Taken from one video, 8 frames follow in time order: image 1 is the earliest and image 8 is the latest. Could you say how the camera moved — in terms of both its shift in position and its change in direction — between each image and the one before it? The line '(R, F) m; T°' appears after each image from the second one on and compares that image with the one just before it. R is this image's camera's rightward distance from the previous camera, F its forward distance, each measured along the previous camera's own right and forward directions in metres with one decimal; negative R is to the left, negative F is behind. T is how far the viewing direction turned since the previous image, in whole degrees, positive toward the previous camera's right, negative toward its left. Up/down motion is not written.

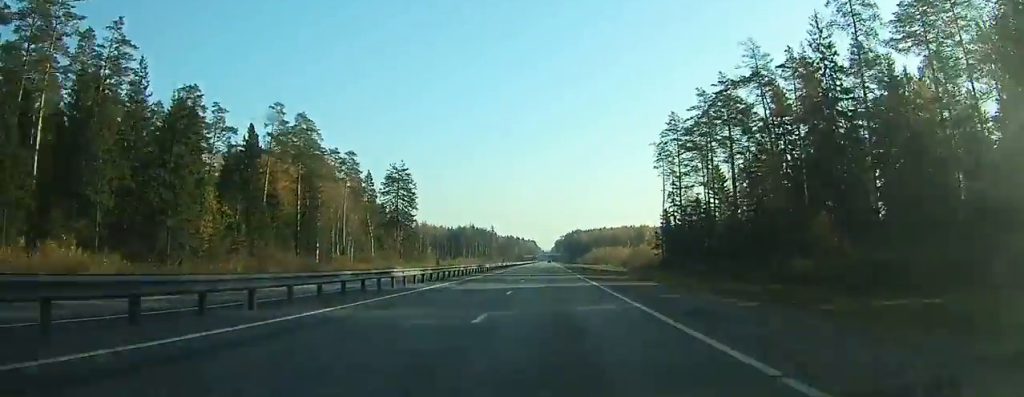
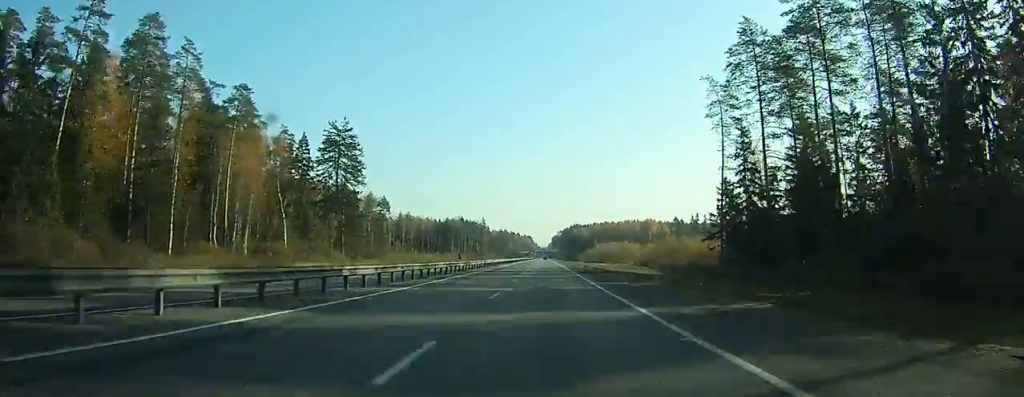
(-0.1, +39.2) m; 0°
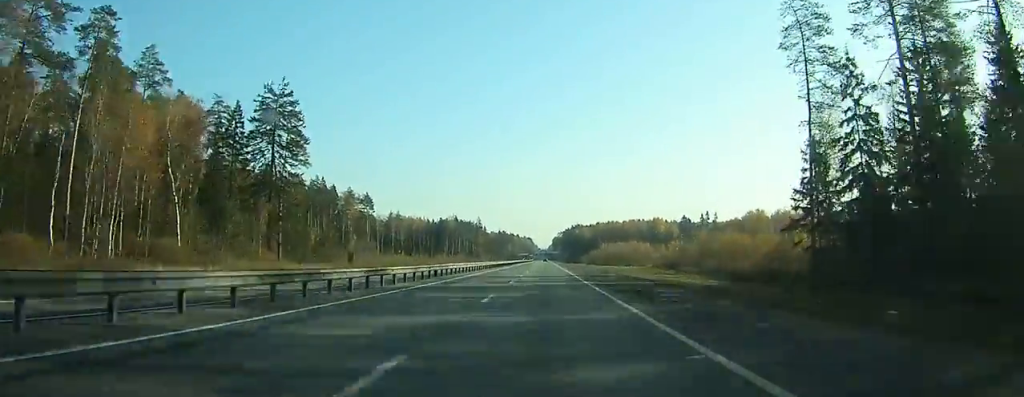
(+0.1, +25.1) m; 0°
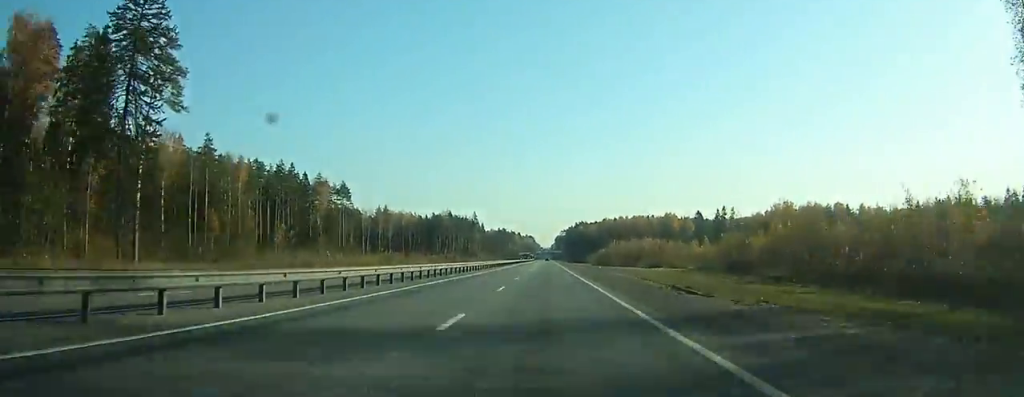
(+0.1, +30.5) m; 0°
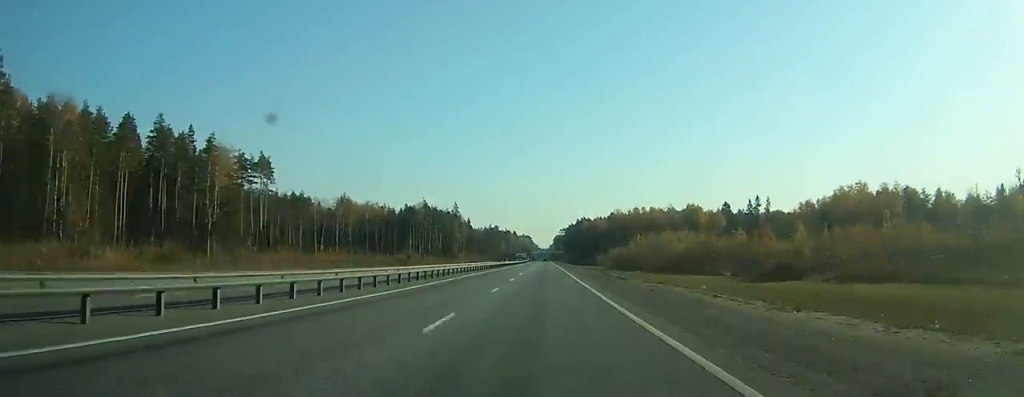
(-0.3, +59.5) m; -1°
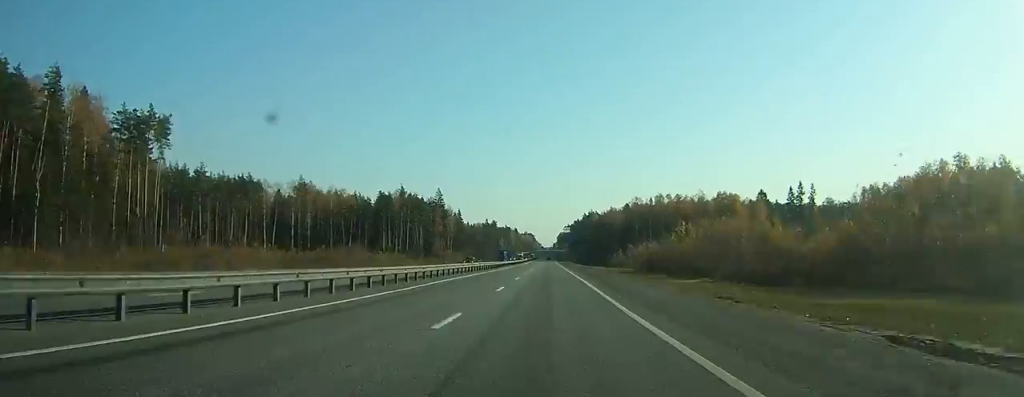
(-0.1, +47.1) m; 0°
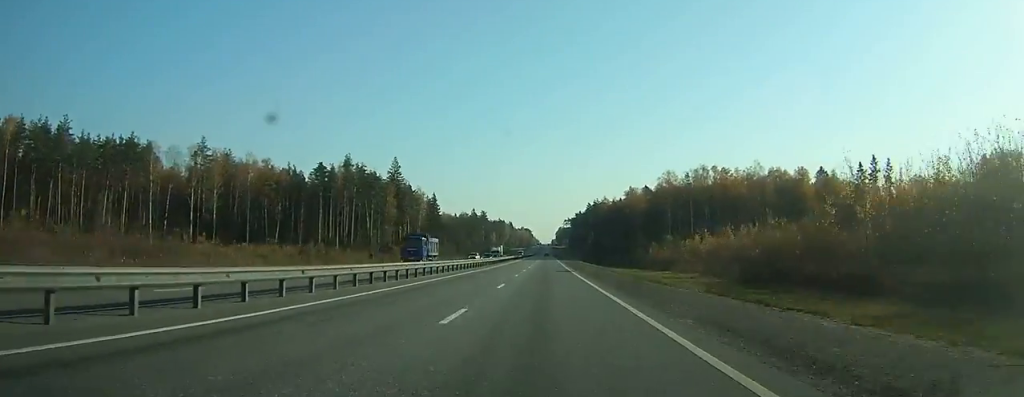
(-0.2, +60.2) m; 0°
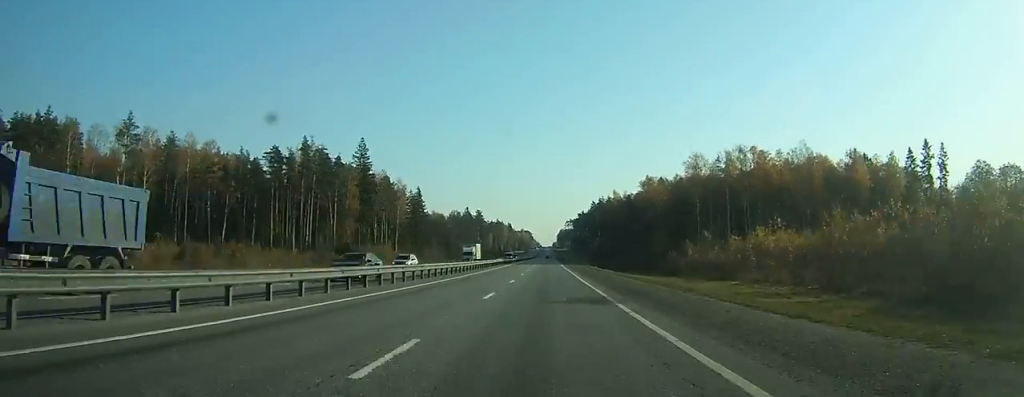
(-0.1, +29.4) m; 0°
